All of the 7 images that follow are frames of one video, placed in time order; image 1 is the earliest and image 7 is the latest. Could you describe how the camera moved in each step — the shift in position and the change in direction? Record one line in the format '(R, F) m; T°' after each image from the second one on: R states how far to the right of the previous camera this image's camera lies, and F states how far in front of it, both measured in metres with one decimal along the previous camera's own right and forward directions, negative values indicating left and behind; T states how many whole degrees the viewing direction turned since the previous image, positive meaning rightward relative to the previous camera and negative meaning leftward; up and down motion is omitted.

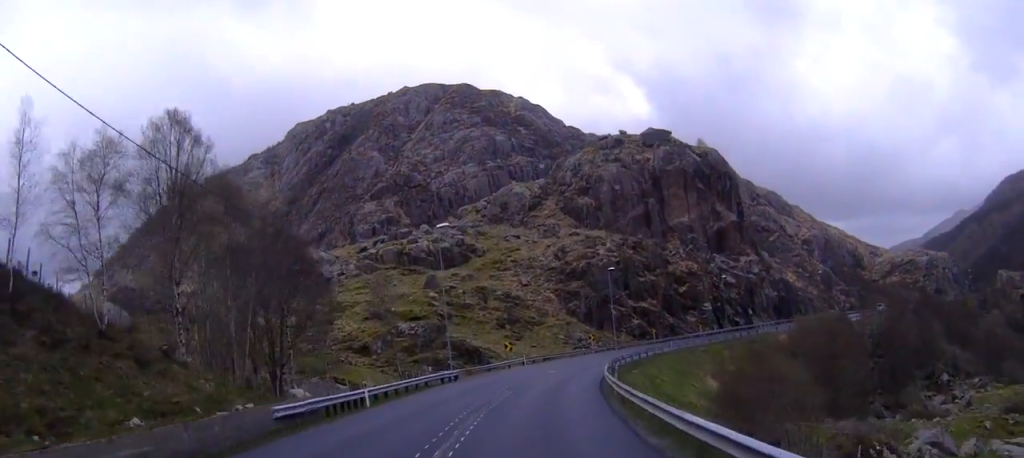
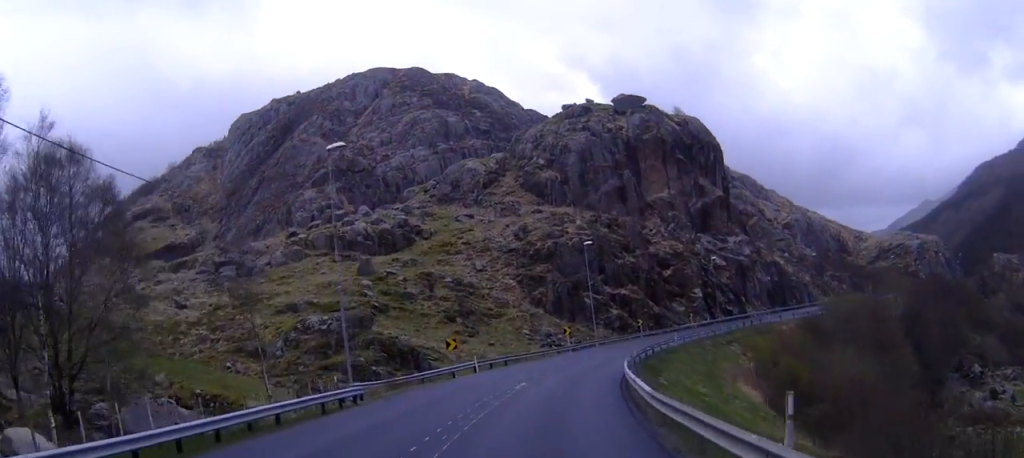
(+1.4, +20.6) m; +8°
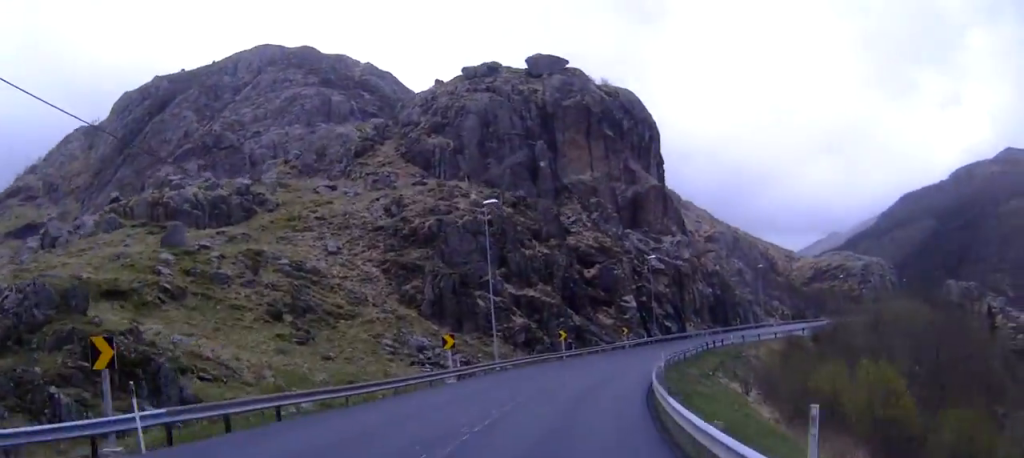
(+2.0, +29.2) m; +4°
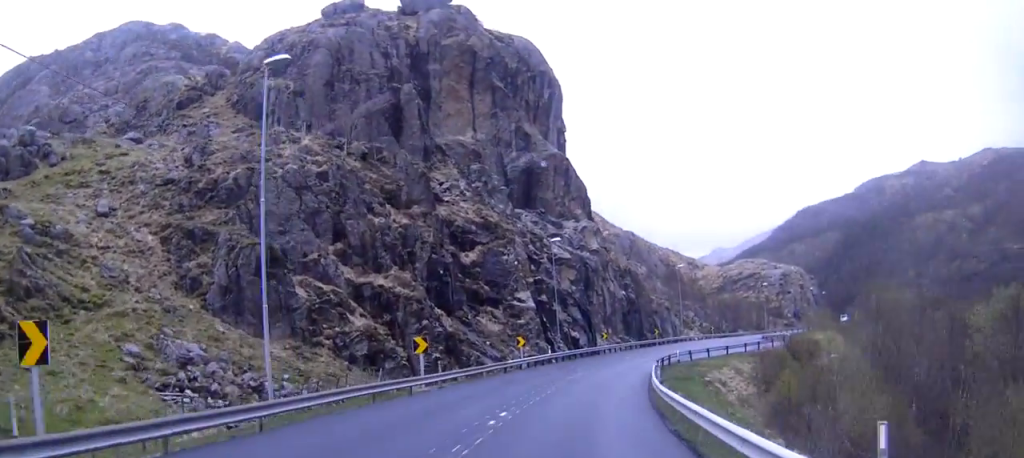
(0.0, +24.4) m; +2°
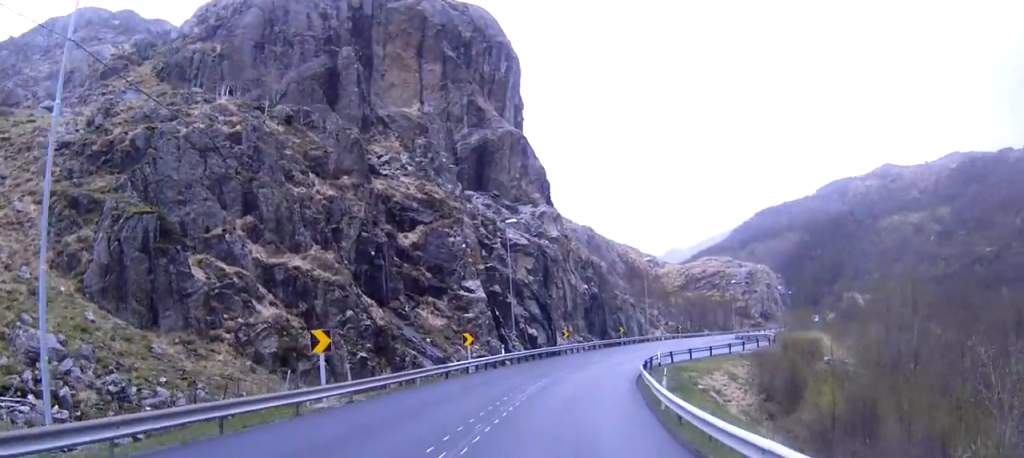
(+0.1, +8.9) m; +1°
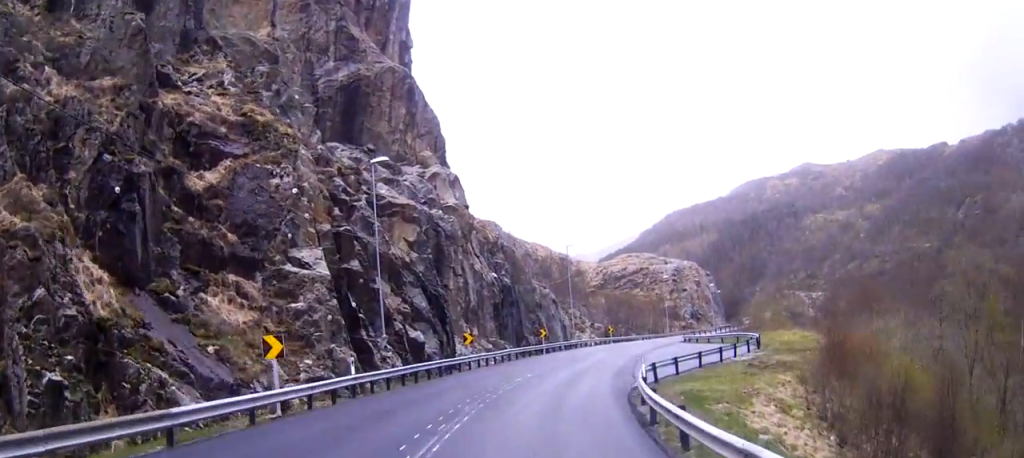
(+0.5, +19.9) m; +1°
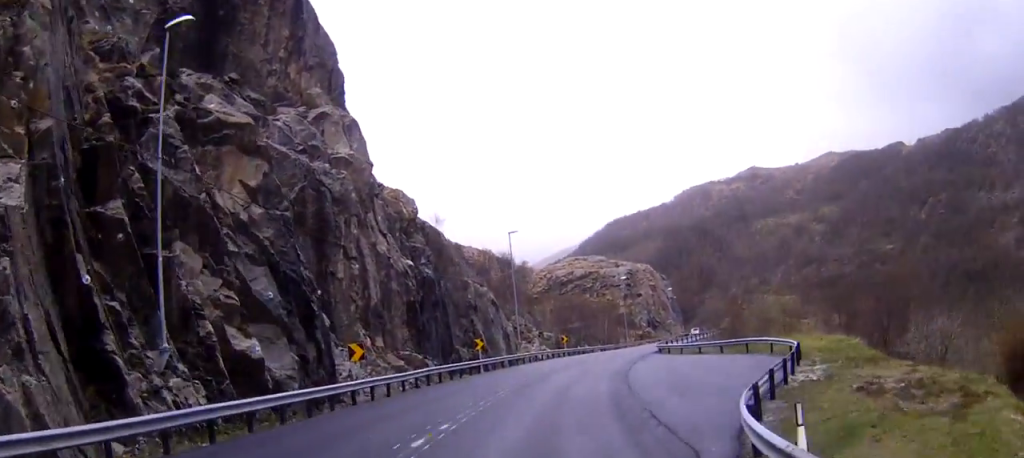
(-0.4, +16.5) m; +1°
